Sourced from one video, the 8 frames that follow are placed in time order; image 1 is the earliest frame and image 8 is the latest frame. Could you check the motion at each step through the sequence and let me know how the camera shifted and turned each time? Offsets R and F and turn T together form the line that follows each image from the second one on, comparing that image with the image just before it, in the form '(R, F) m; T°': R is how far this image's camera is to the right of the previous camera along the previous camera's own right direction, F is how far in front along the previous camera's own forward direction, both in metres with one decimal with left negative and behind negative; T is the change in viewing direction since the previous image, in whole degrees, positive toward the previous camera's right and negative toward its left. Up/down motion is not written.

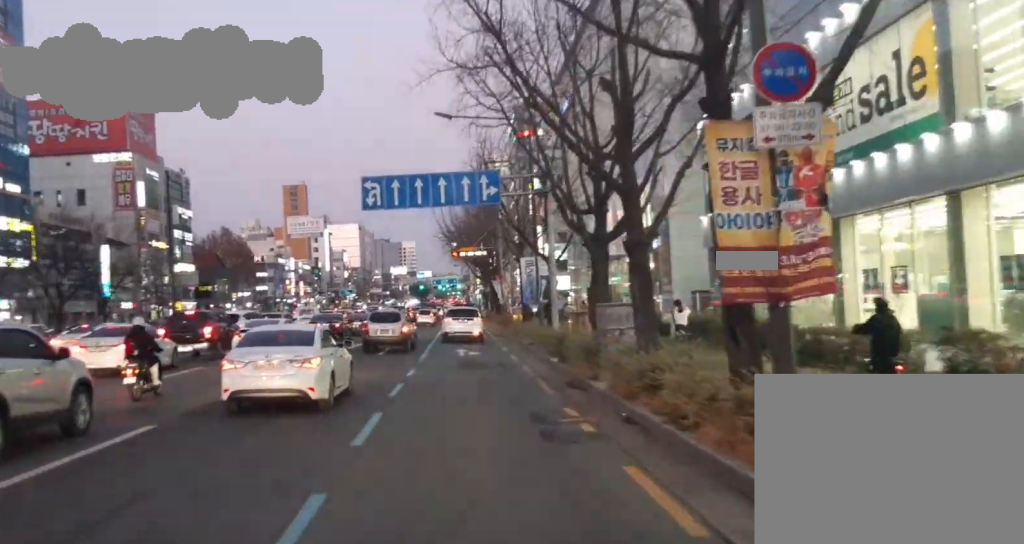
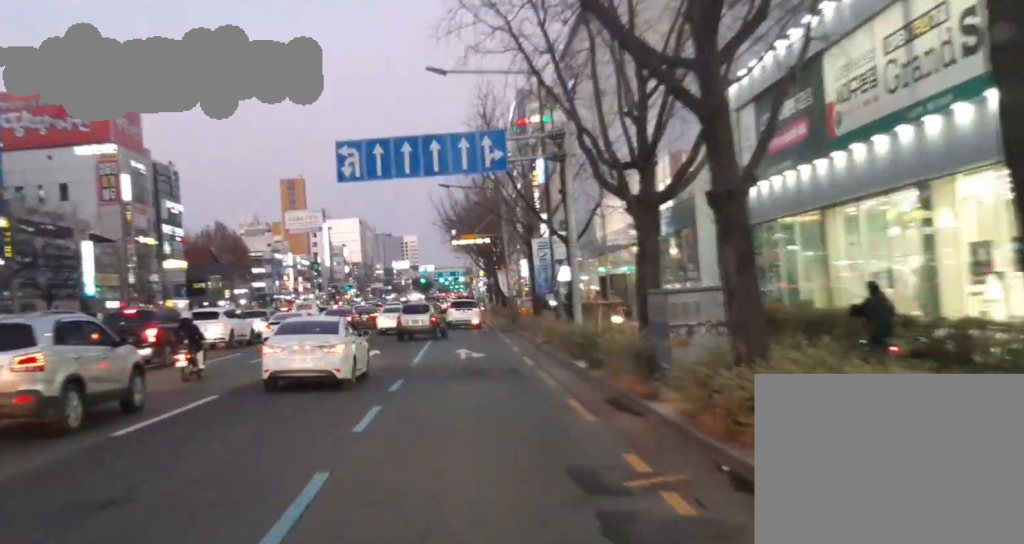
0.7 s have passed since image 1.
(0.0, +4.7) m; 0°
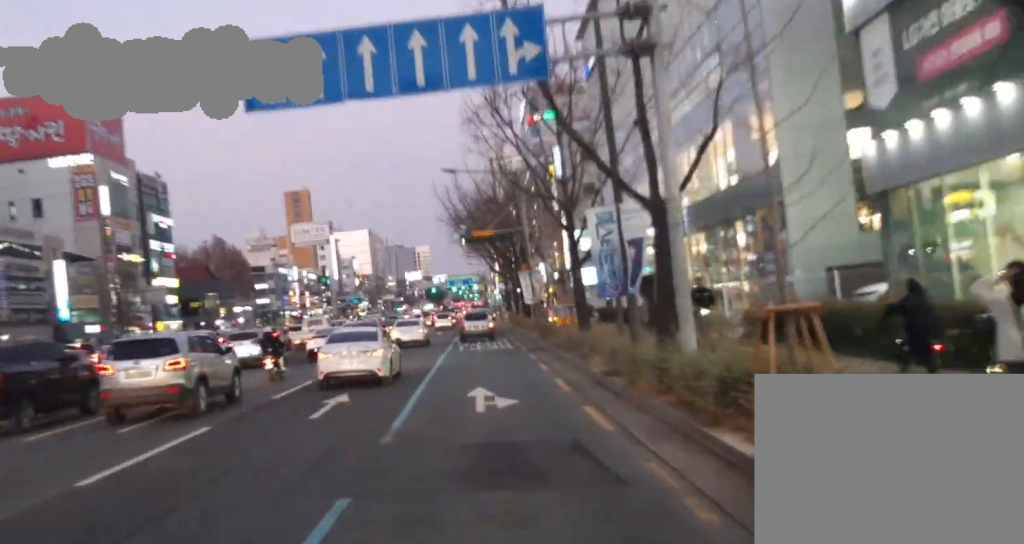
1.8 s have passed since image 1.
(0.0, +9.2) m; +3°
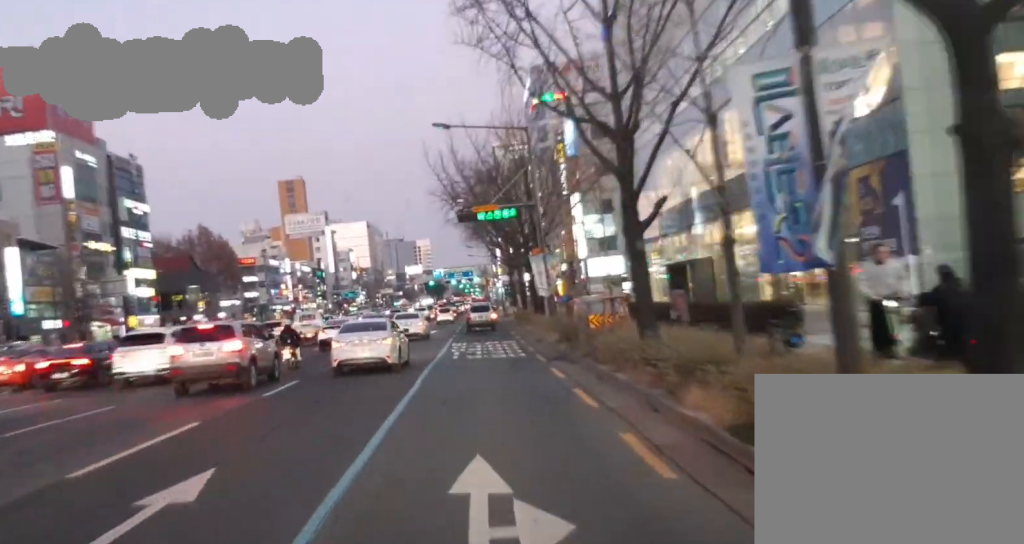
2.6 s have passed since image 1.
(+0.3, +9.1) m; +3°
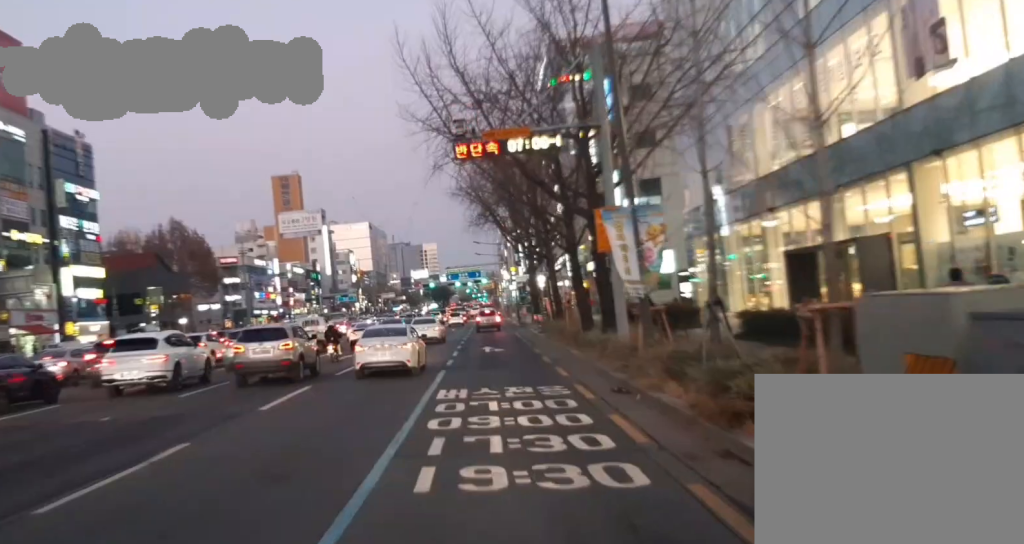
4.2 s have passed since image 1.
(+0.2, +19.4) m; -1°
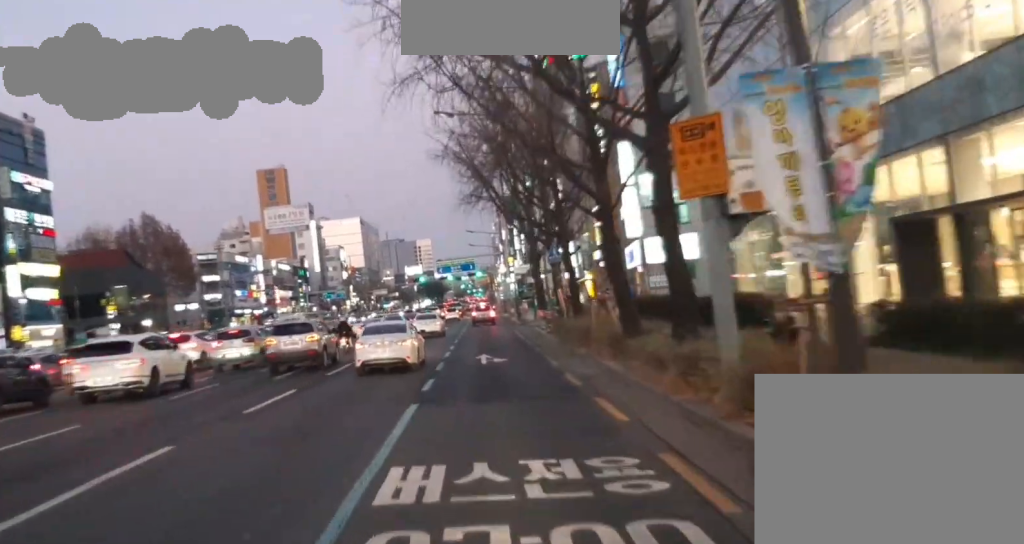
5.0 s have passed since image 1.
(0.0, +10.7) m; 0°
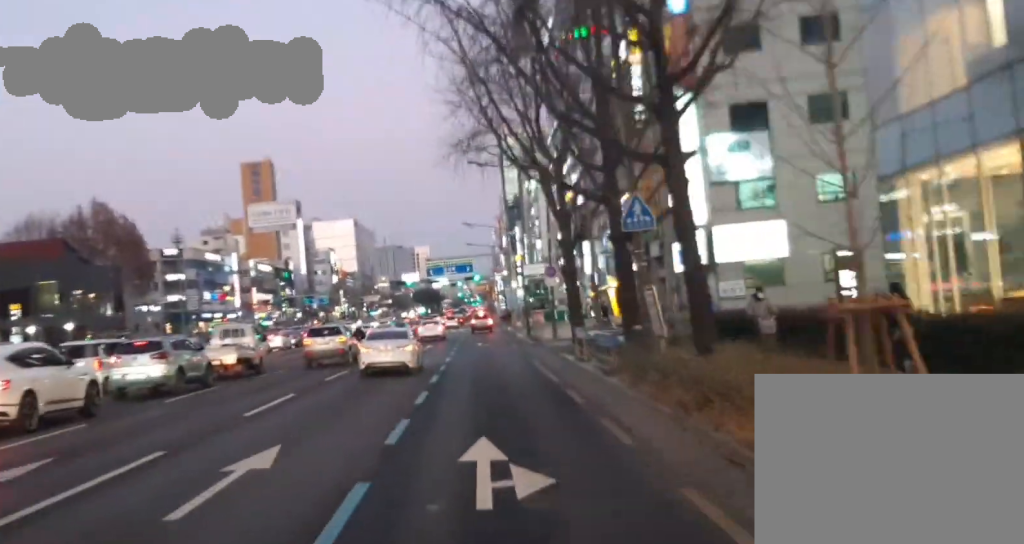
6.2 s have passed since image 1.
(0.0, +18.5) m; 0°
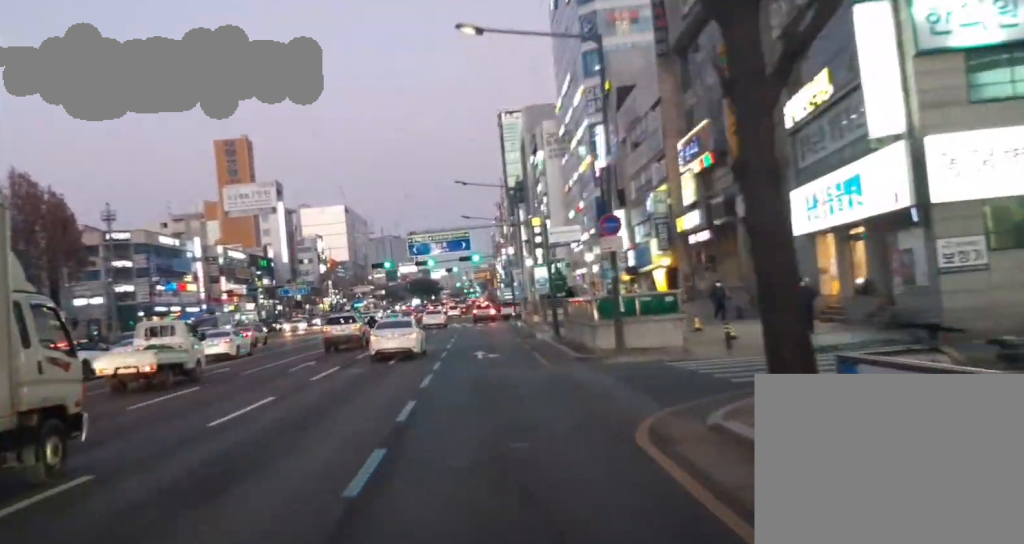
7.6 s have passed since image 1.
(-0.1, +20.5) m; +1°
